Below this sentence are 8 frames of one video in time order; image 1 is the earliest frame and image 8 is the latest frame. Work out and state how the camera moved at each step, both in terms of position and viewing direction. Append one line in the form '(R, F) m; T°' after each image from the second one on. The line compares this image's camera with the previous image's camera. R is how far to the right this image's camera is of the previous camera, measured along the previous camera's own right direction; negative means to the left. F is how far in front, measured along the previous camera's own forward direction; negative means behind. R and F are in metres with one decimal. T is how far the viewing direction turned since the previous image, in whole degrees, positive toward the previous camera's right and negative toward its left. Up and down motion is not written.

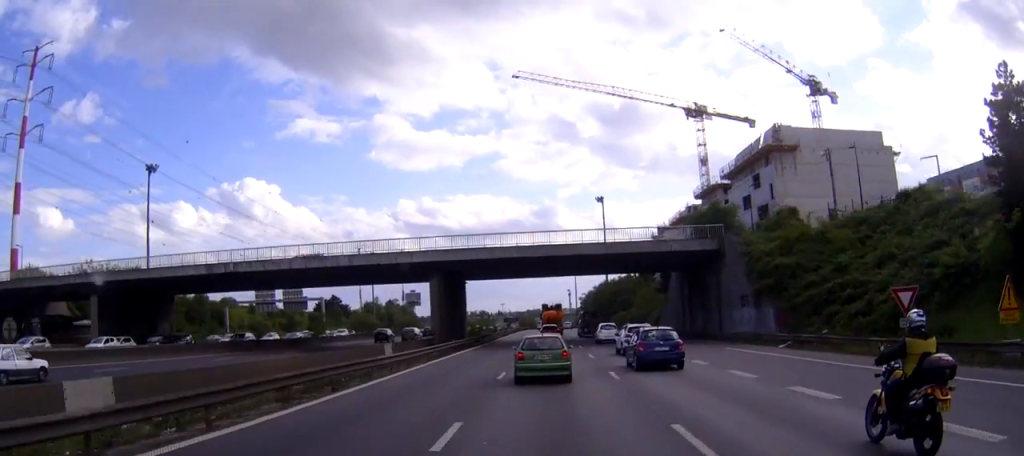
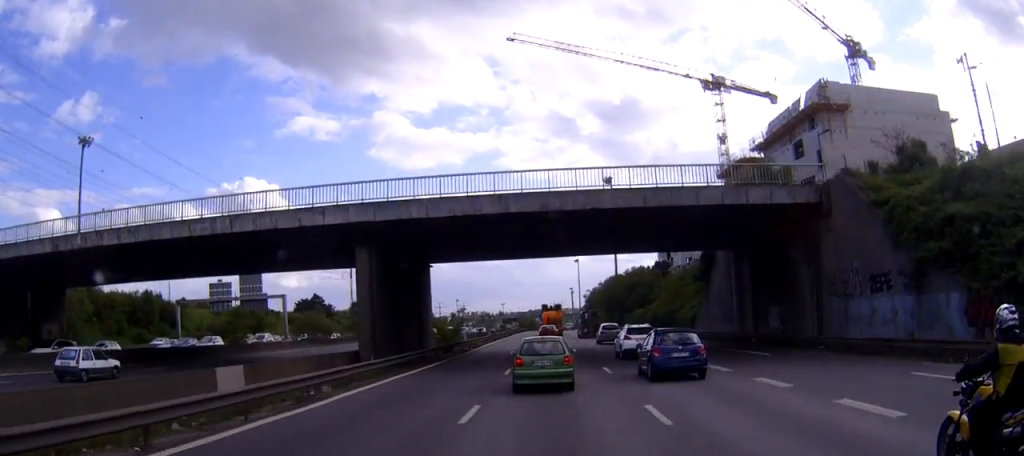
(0.0, +22.3) m; 0°
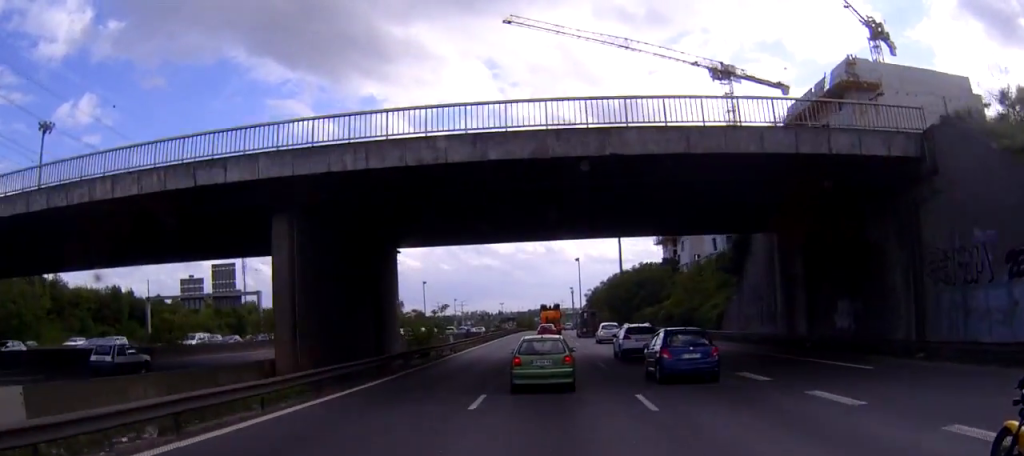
(0.0, +11.2) m; 0°
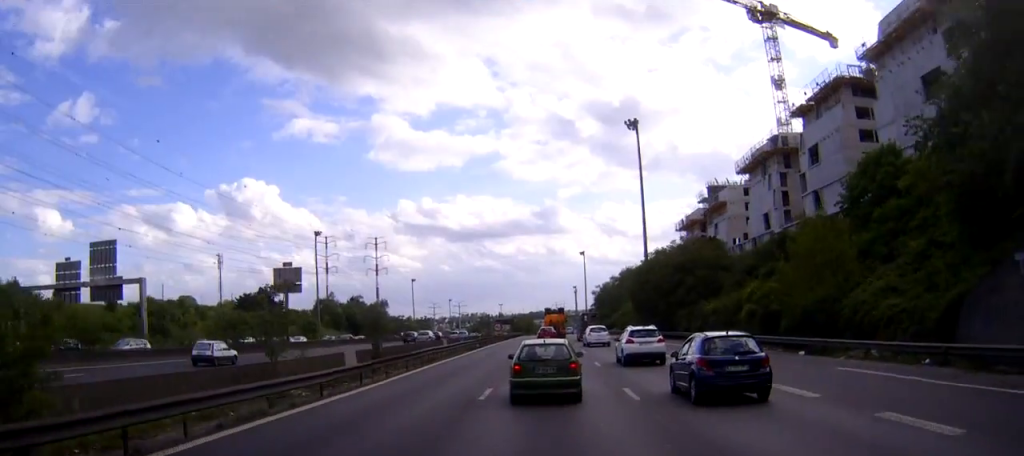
(-0.3, +36.3) m; -1°
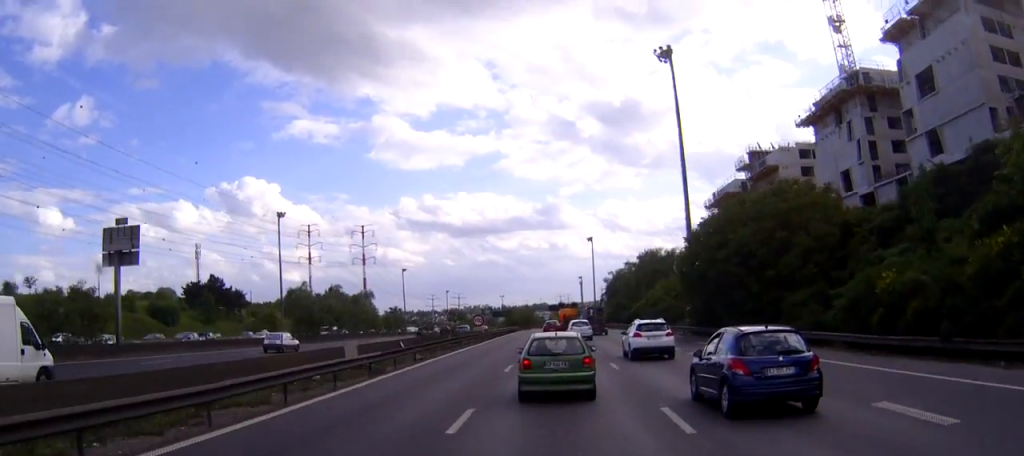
(-0.2, +32.0) m; 0°
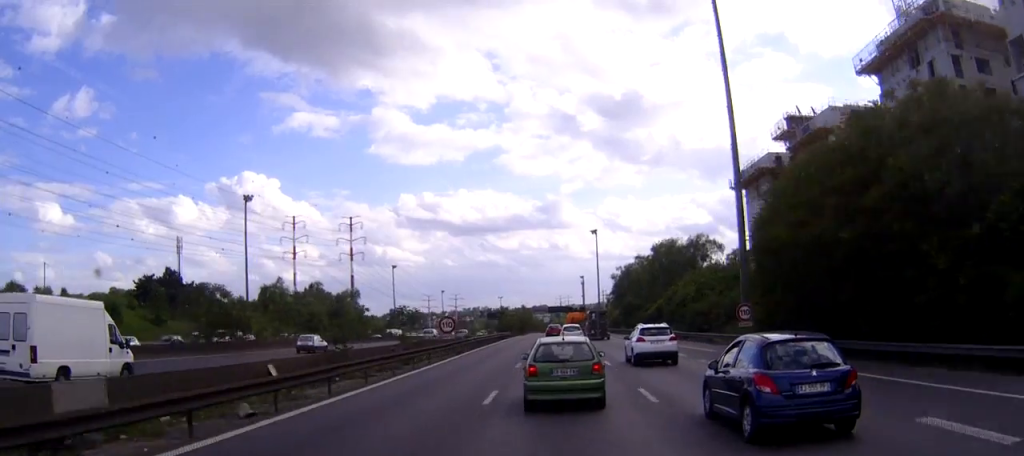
(+0.1, +20.9) m; 0°
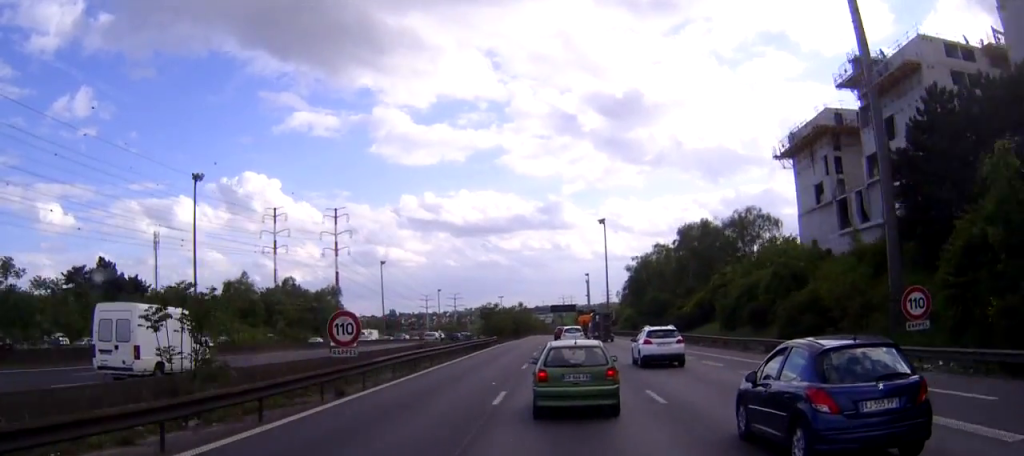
(-0.1, +25.5) m; 0°
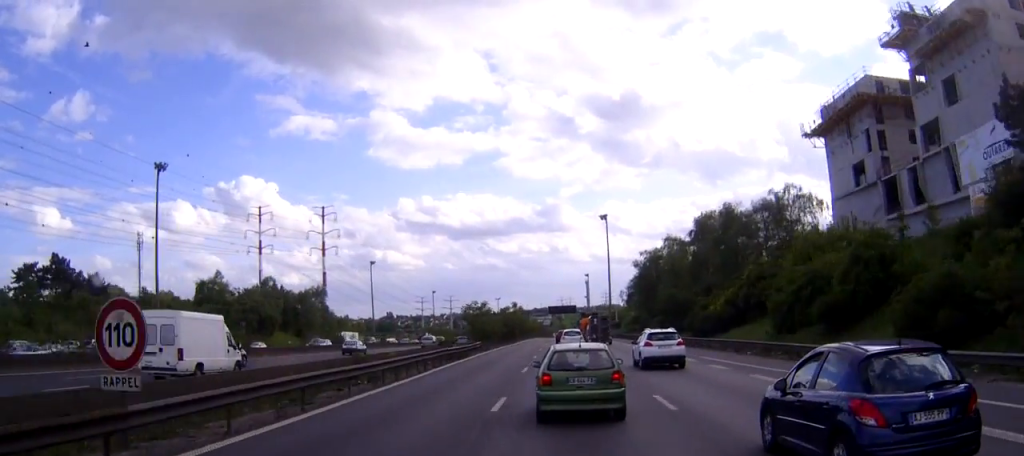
(0.0, +13.8) m; 0°
